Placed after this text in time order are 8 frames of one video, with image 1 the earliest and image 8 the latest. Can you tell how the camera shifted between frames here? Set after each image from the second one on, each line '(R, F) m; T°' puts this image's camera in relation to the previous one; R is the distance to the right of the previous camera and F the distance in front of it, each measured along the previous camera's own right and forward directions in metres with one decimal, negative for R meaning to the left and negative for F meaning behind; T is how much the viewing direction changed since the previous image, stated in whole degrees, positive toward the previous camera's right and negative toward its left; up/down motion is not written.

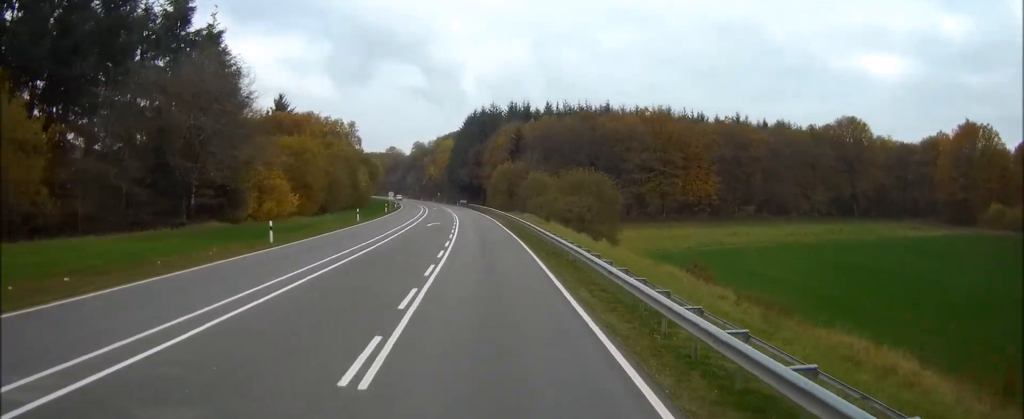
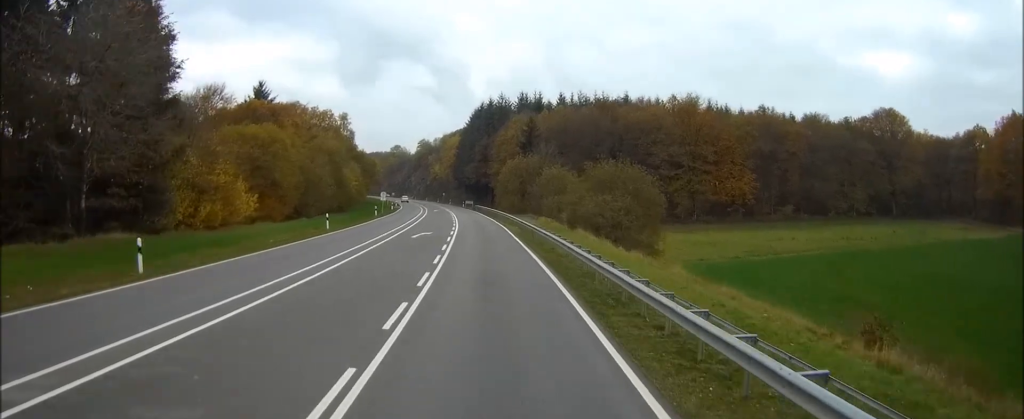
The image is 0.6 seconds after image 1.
(-0.1, +14.3) m; -2°
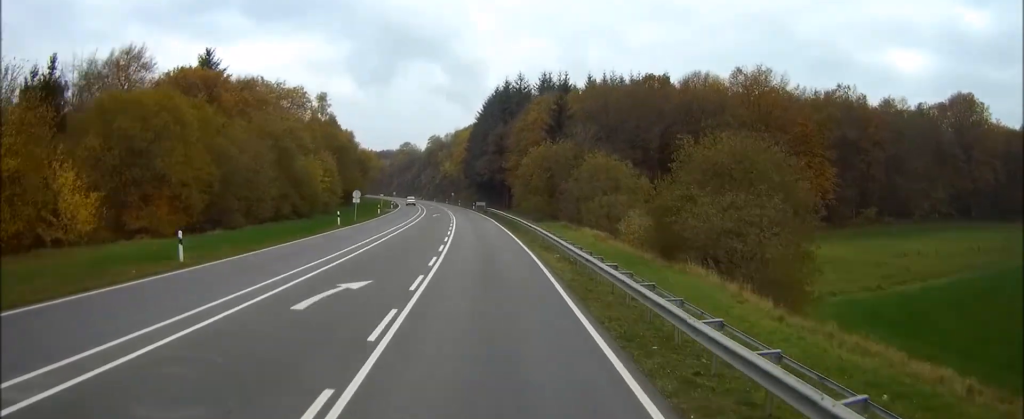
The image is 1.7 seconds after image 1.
(-0.8, +25.1) m; -2°
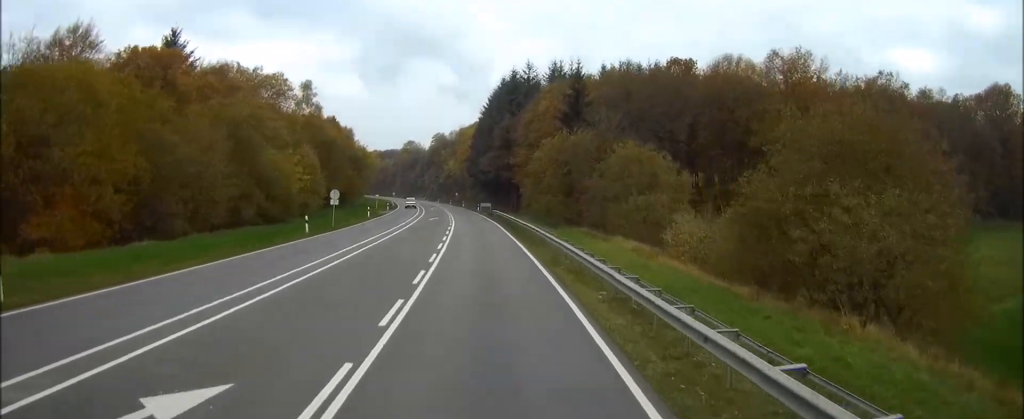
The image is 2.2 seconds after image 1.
(0.0, +10.7) m; 0°
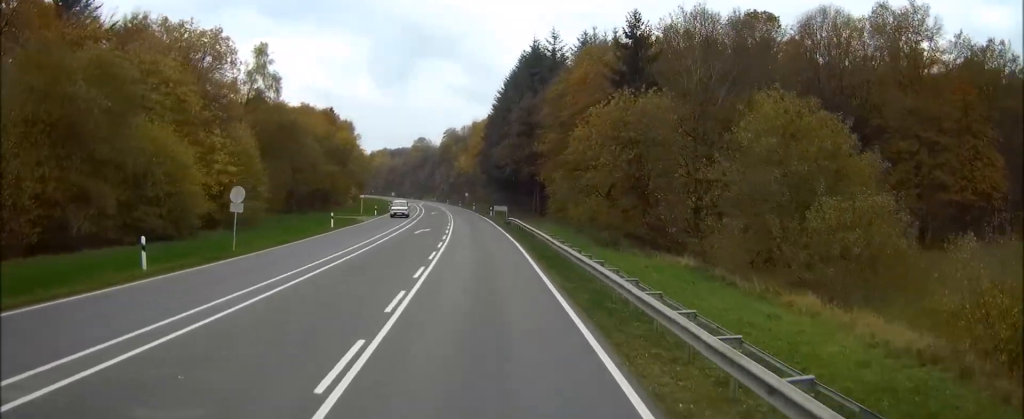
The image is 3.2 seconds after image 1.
(0.0, +22.3) m; 0°
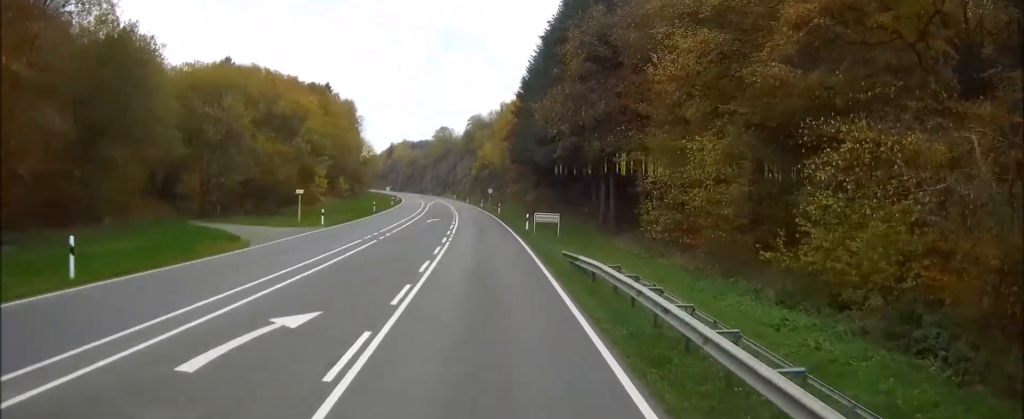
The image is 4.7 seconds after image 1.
(0.0, +35.5) m; 0°
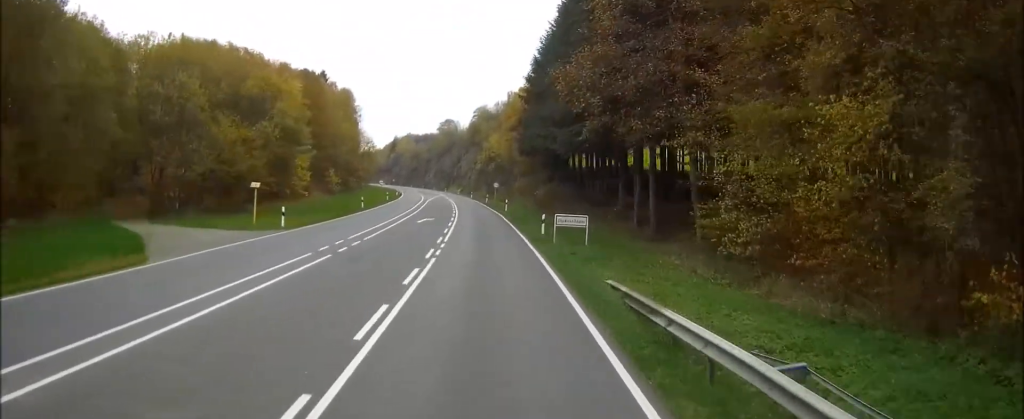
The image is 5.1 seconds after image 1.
(0.0, +10.0) m; 0°
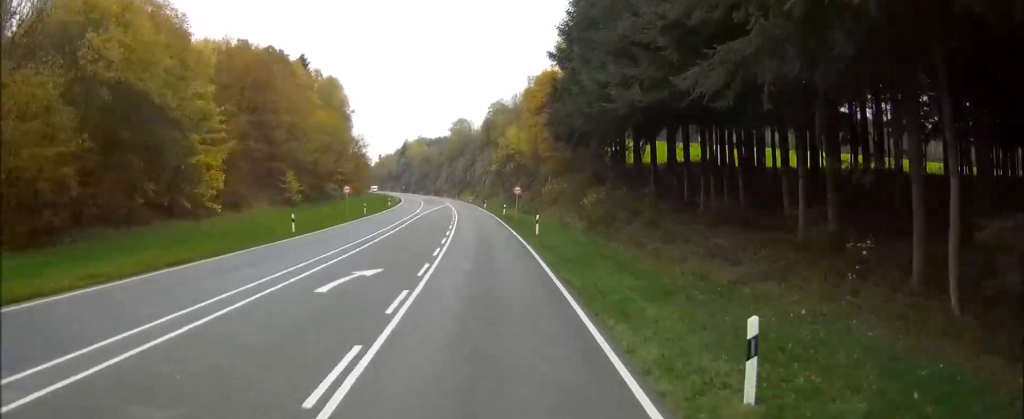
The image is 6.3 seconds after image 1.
(0.0, +27.6) m; -2°
